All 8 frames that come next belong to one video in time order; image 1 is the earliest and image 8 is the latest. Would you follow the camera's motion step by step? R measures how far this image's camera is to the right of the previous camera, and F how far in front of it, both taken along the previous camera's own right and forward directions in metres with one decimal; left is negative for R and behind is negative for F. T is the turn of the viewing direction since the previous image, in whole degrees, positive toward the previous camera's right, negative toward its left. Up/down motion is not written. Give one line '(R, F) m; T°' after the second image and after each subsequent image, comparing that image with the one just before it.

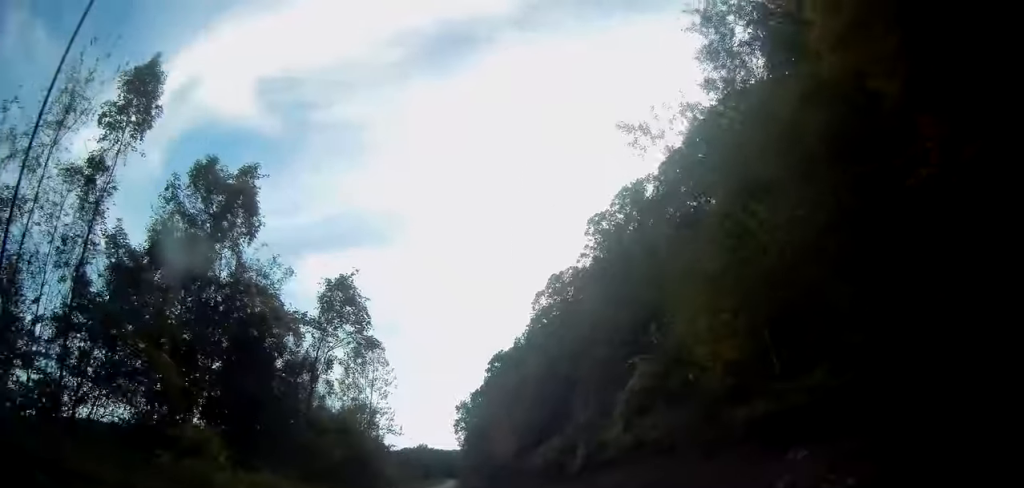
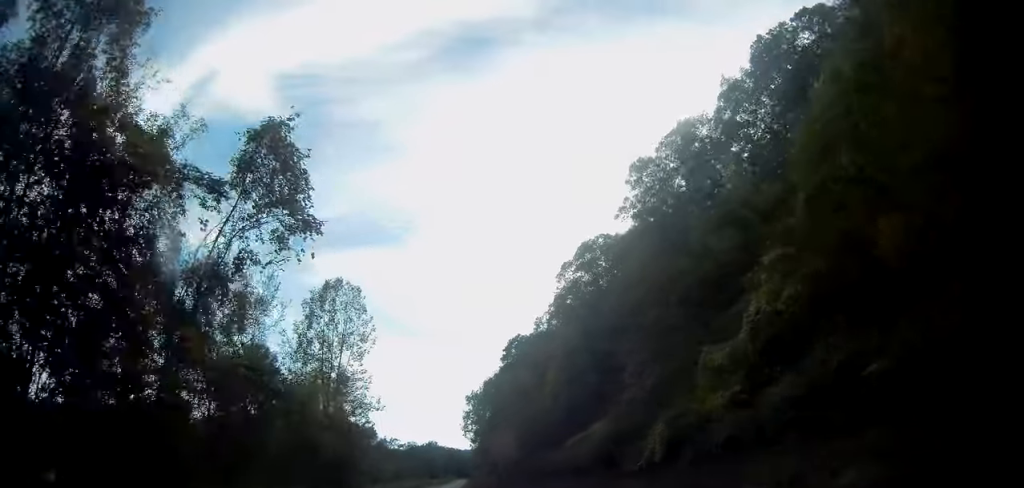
(0.0, +17.0) m; -2°
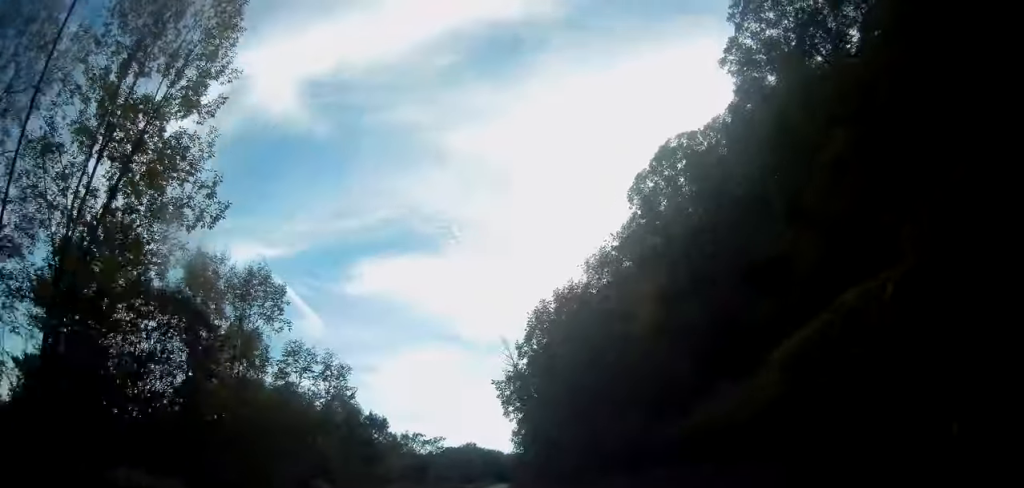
(-1.5, +30.3) m; -4°
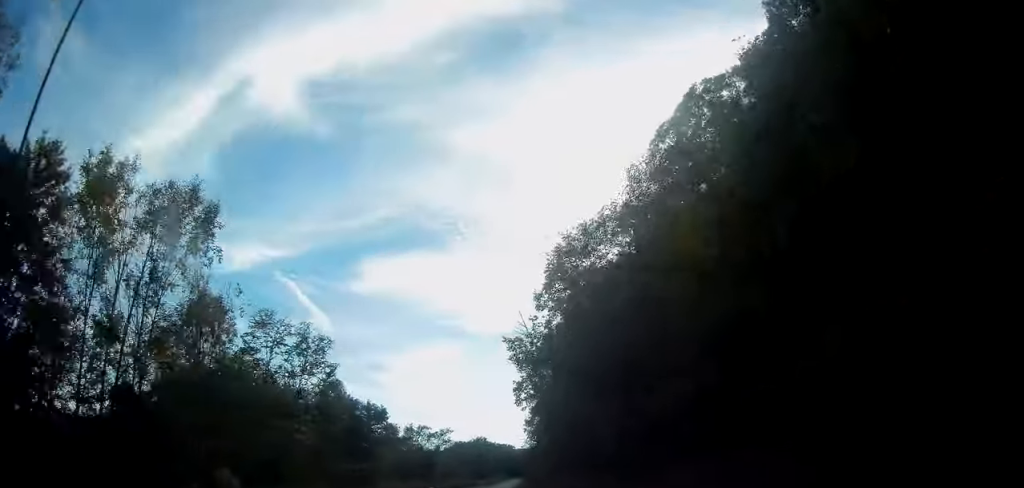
(0.0, +9.2) m; 0°
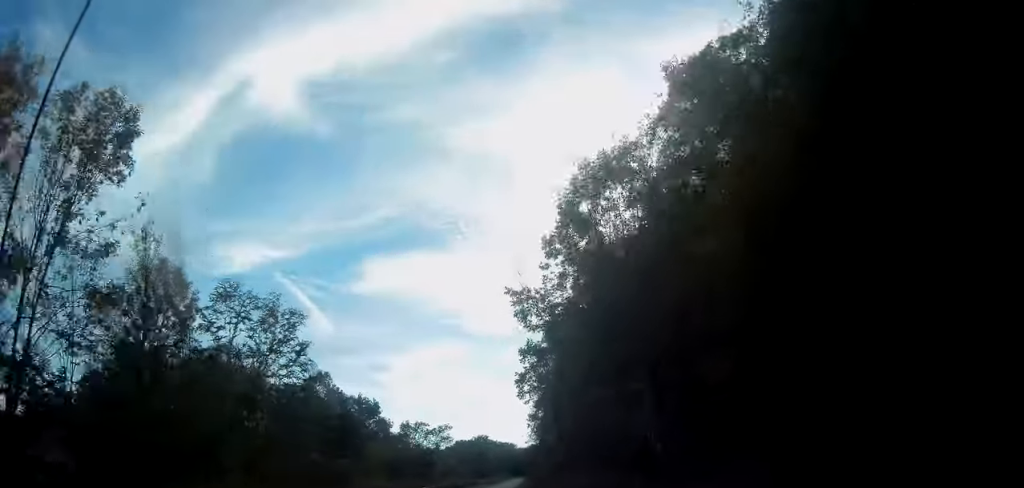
(0.0, +6.7) m; 0°
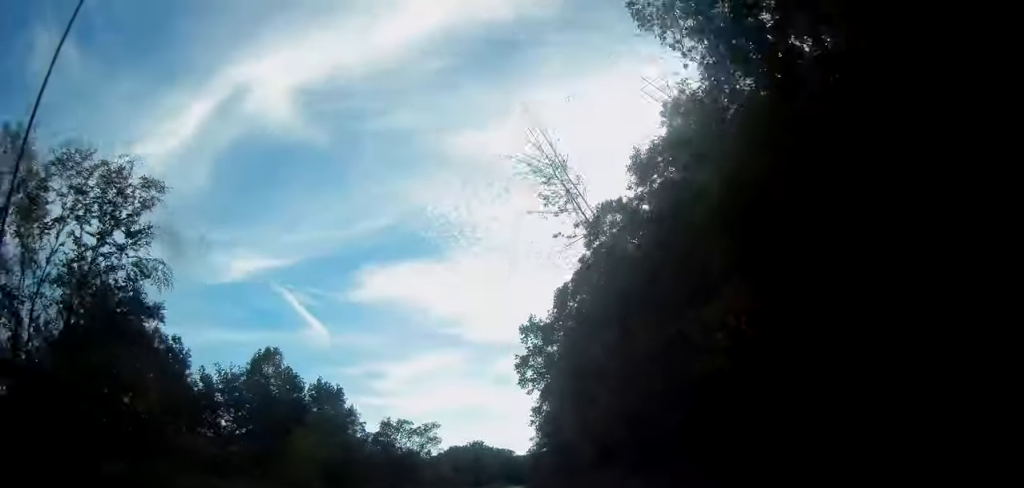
(0.0, +17.5) m; -1°
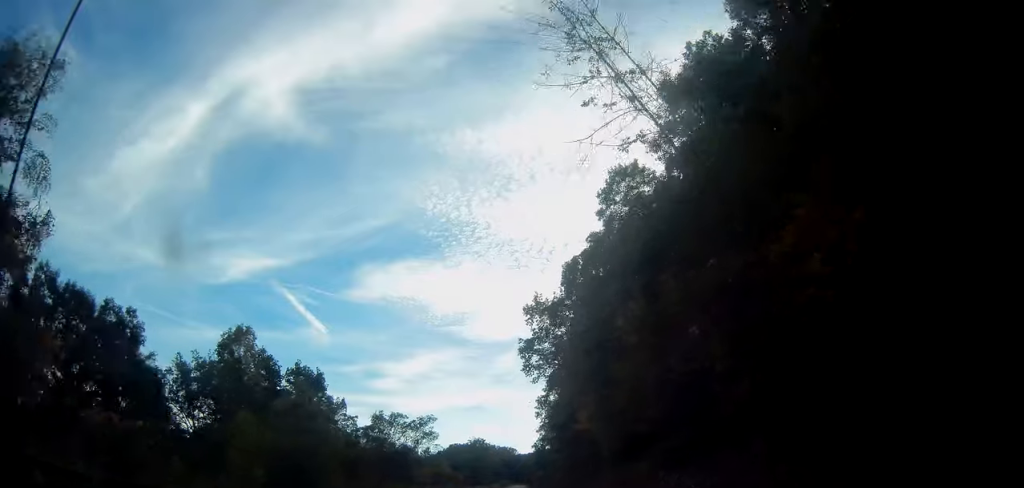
(-0.1, +7.7) m; 0°
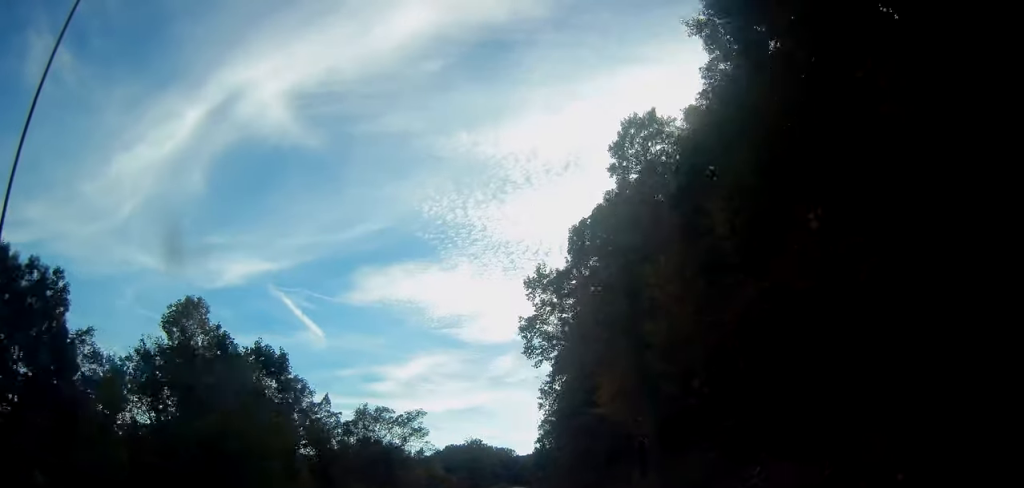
(-0.2, +9.2) m; +1°
